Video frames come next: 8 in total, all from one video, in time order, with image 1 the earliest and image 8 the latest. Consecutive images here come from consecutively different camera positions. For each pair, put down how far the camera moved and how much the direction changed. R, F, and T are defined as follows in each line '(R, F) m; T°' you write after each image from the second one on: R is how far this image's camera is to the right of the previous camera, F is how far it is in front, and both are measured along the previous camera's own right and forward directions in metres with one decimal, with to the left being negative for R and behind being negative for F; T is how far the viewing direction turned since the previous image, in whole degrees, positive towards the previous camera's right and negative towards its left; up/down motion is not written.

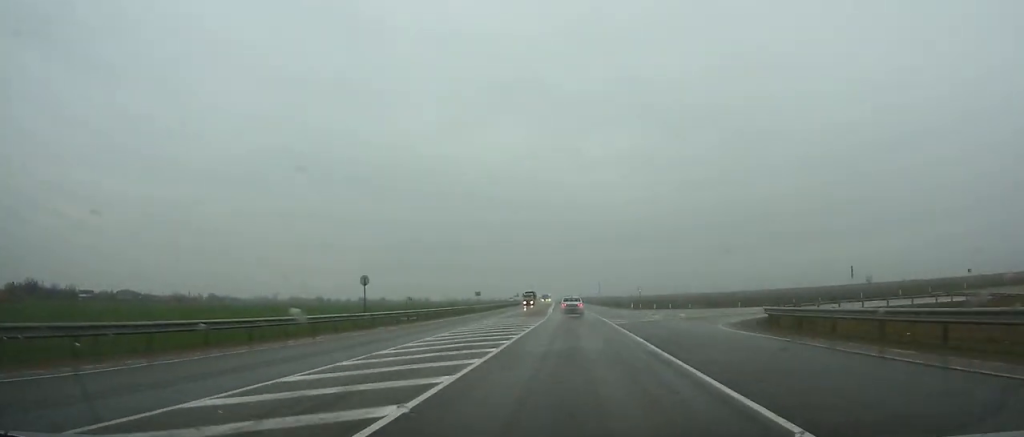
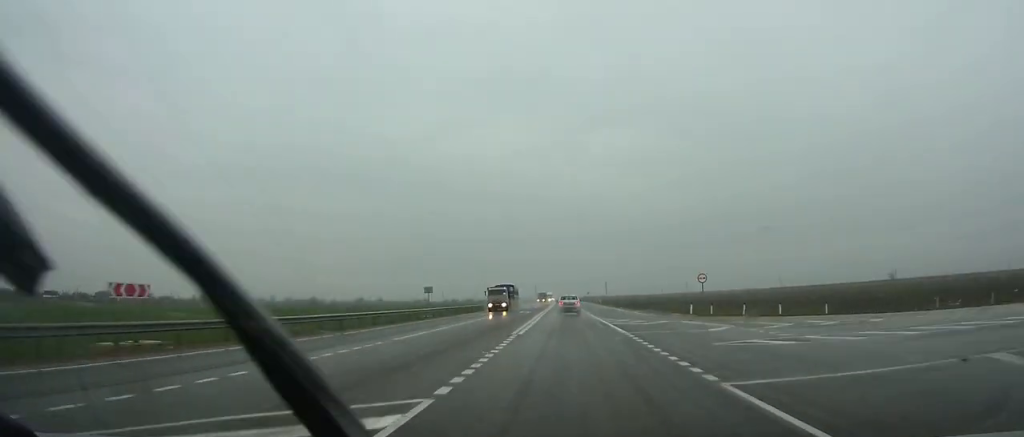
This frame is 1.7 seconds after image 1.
(0.0, +37.8) m; 0°
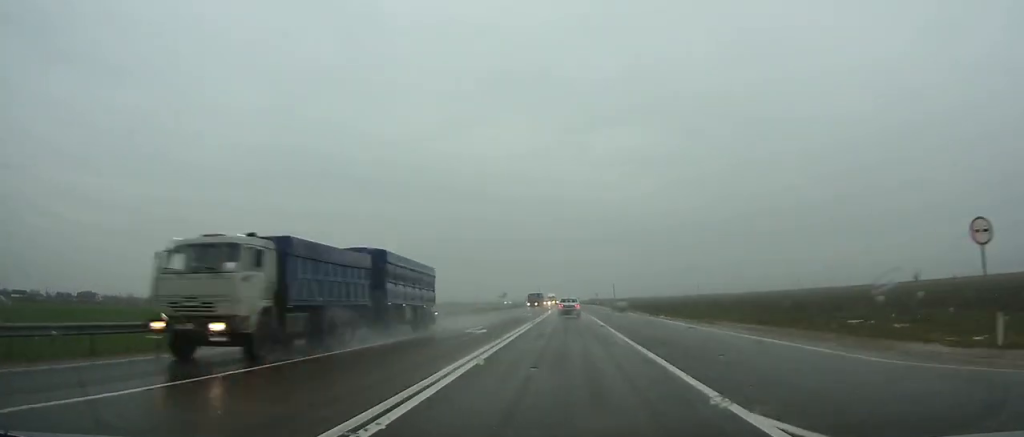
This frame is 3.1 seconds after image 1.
(-0.2, +31.0) m; 0°
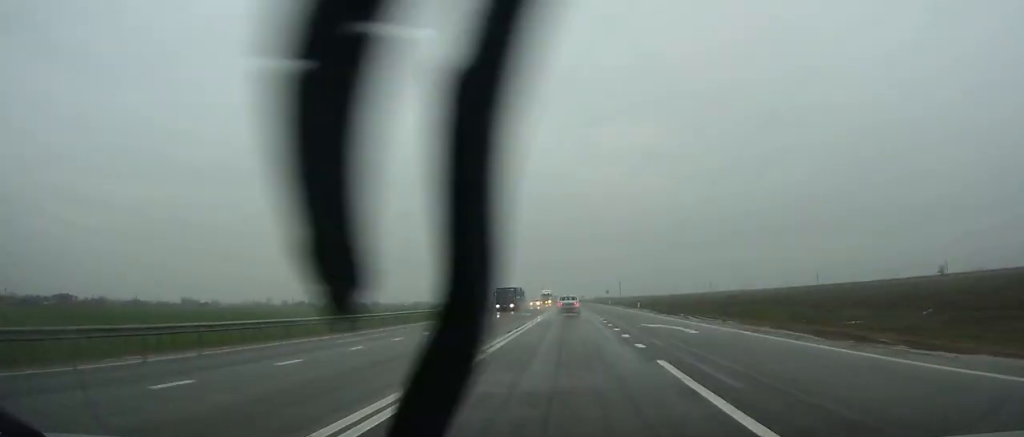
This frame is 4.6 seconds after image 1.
(-0.1, +33.3) m; 0°
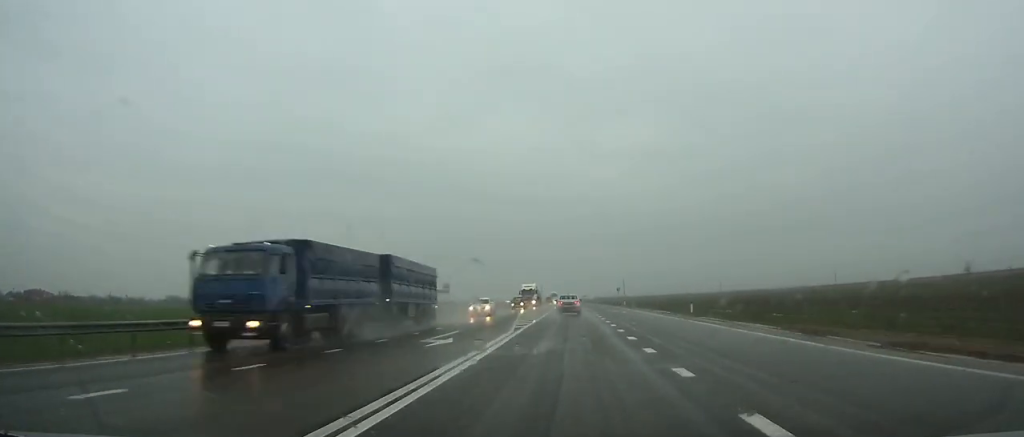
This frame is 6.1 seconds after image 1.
(-0.1, +33.2) m; 0°
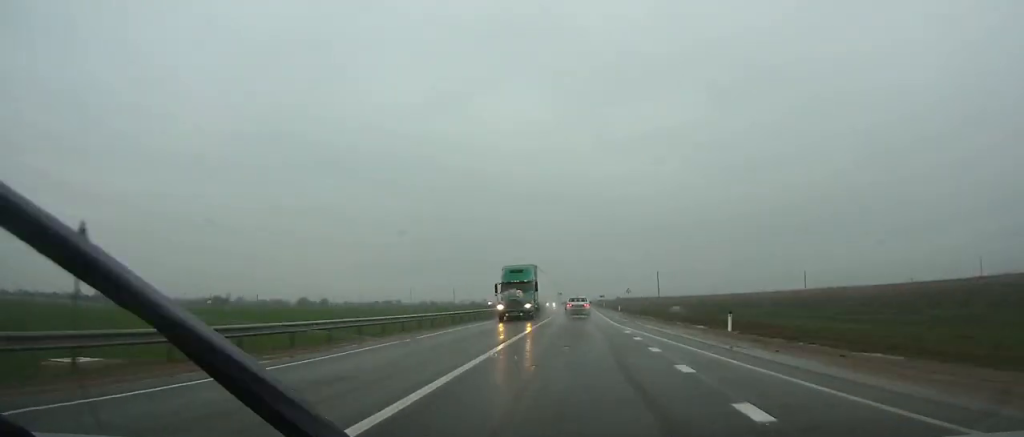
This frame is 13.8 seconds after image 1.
(-1.3, +170.0) m; 0°
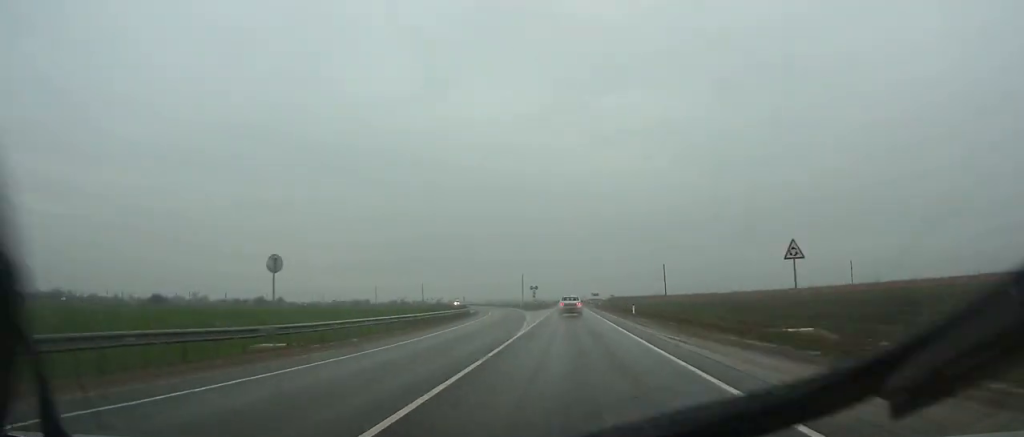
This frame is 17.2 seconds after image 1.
(+0.5, +74.5) m; +1°
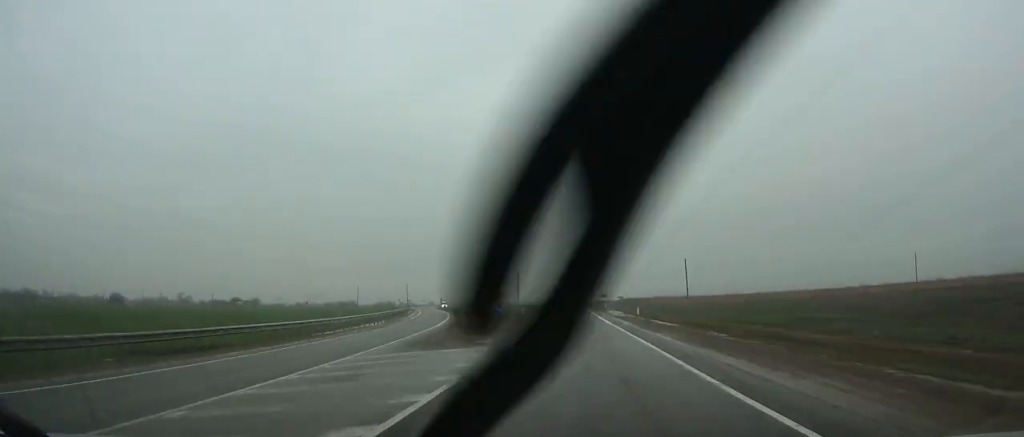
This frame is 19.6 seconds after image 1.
(+0.3, +52.4) m; 0°
